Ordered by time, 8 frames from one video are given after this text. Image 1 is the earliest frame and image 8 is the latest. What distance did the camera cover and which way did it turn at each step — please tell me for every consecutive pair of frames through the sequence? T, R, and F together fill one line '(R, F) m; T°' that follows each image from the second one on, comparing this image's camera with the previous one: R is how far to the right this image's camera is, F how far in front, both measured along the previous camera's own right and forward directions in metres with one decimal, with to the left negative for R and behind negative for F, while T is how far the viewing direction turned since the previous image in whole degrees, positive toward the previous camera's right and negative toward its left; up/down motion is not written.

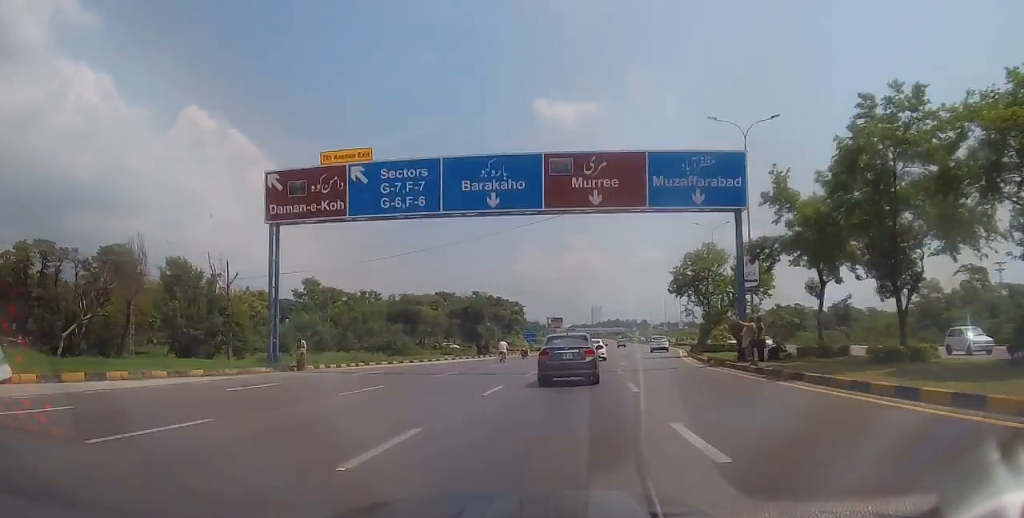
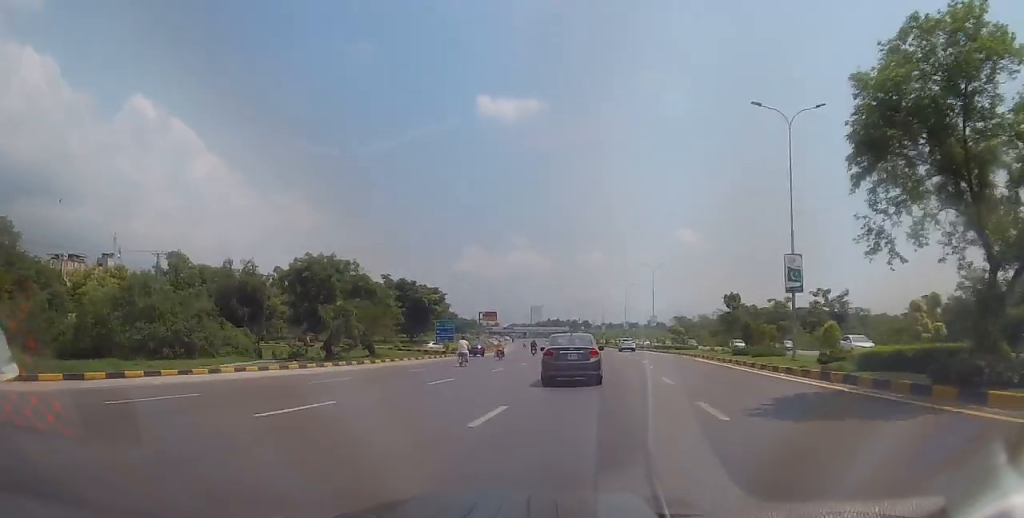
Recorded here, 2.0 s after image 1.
(+1.7, +32.8) m; +7°
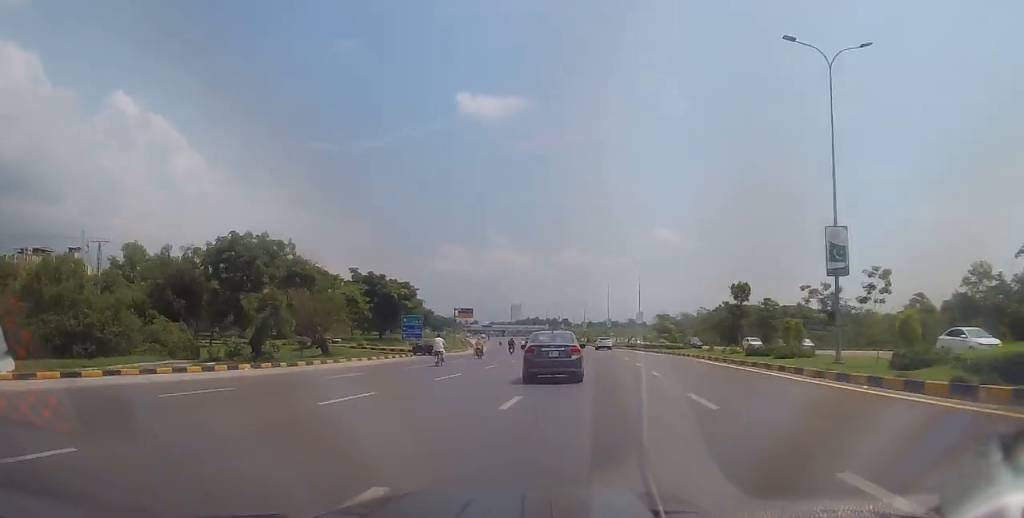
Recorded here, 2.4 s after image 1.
(0.0, +7.1) m; +1°
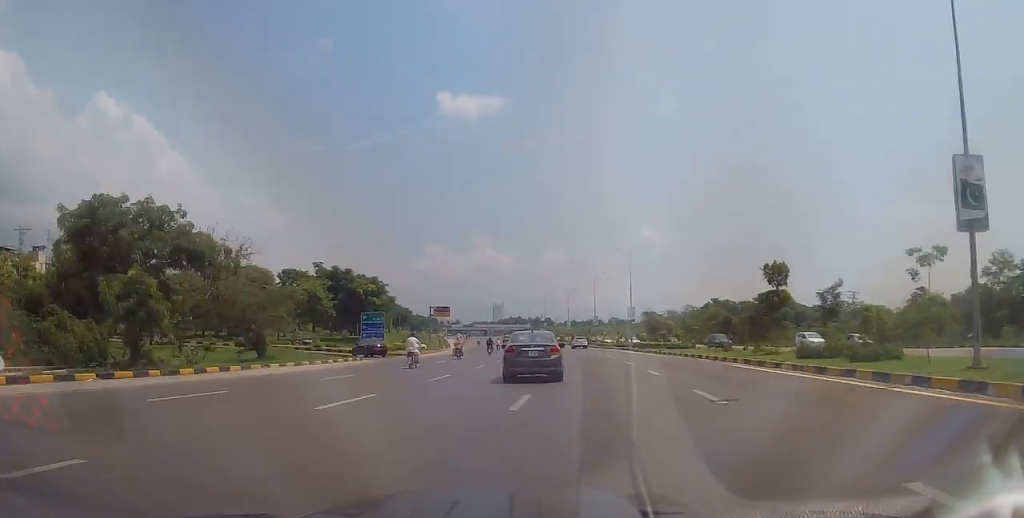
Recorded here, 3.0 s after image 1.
(+0.3, +9.2) m; 0°
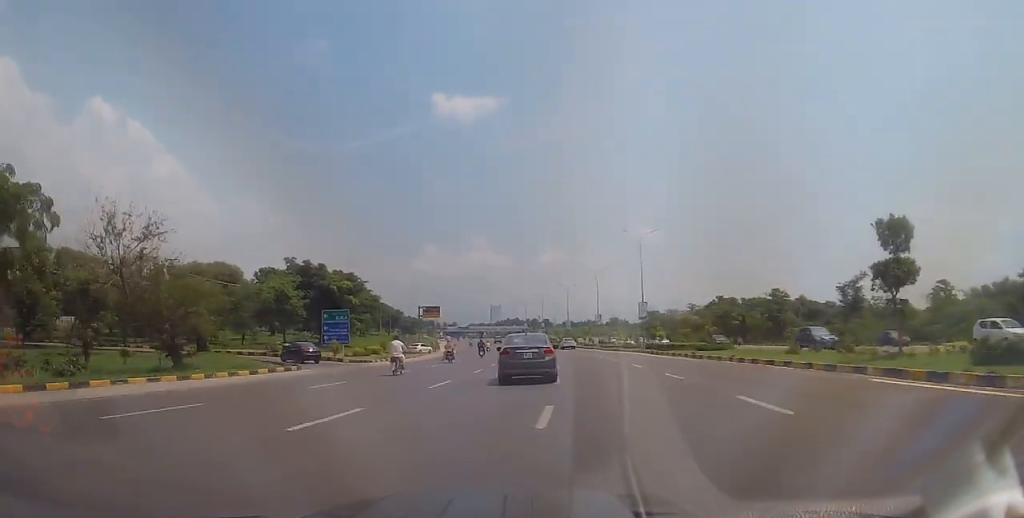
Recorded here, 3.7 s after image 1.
(0.0, +10.9) m; -1°
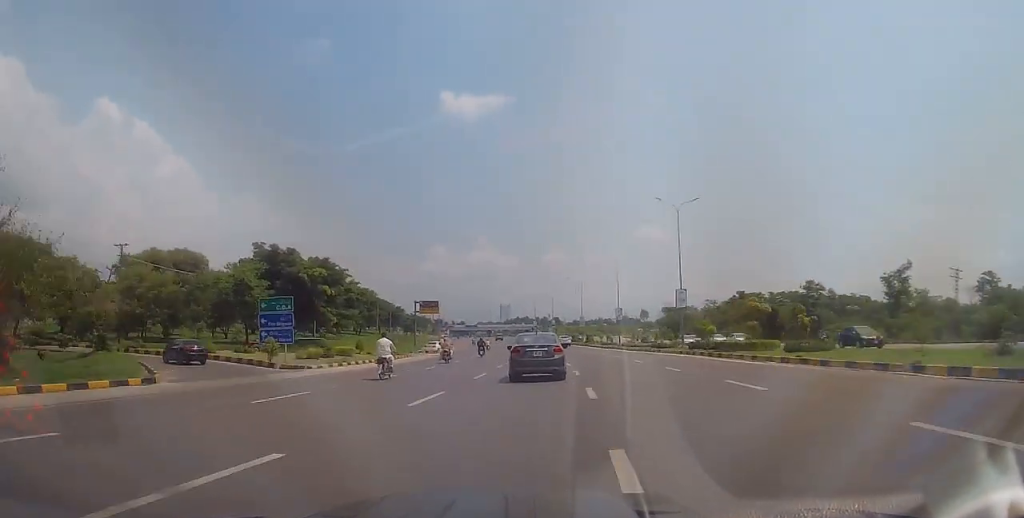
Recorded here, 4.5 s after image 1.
(-0.3, +14.1) m; -1°
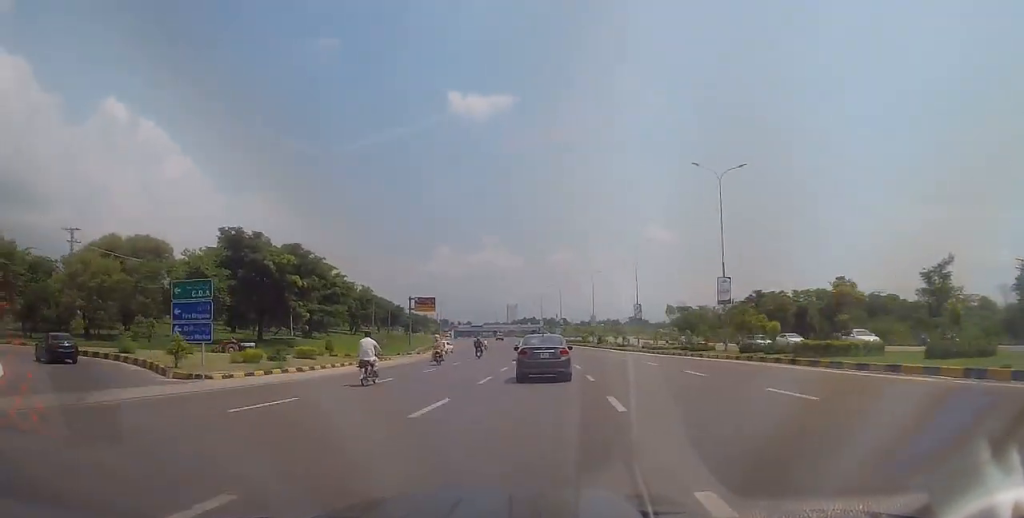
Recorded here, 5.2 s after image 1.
(0.0, +10.9) m; 0°
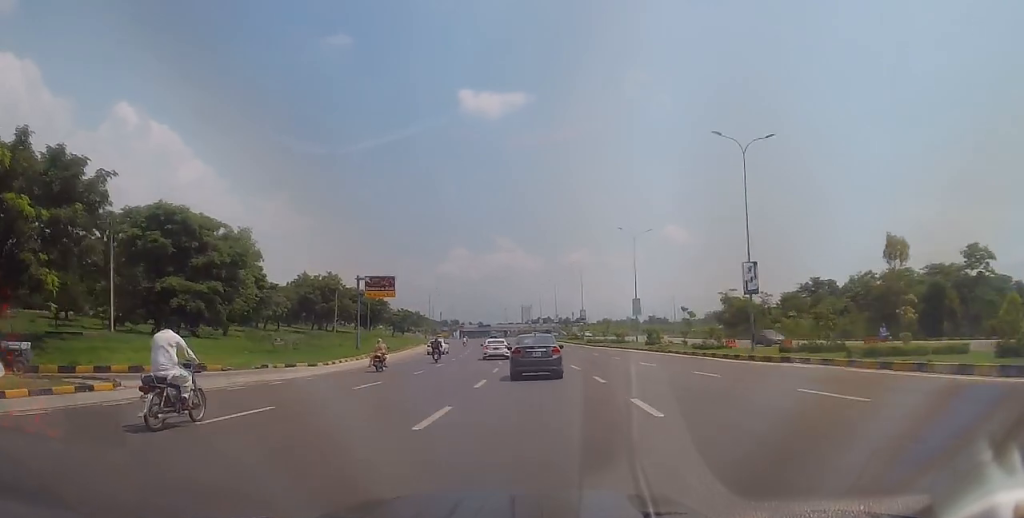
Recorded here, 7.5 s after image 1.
(-0.1, +37.4) m; -3°
